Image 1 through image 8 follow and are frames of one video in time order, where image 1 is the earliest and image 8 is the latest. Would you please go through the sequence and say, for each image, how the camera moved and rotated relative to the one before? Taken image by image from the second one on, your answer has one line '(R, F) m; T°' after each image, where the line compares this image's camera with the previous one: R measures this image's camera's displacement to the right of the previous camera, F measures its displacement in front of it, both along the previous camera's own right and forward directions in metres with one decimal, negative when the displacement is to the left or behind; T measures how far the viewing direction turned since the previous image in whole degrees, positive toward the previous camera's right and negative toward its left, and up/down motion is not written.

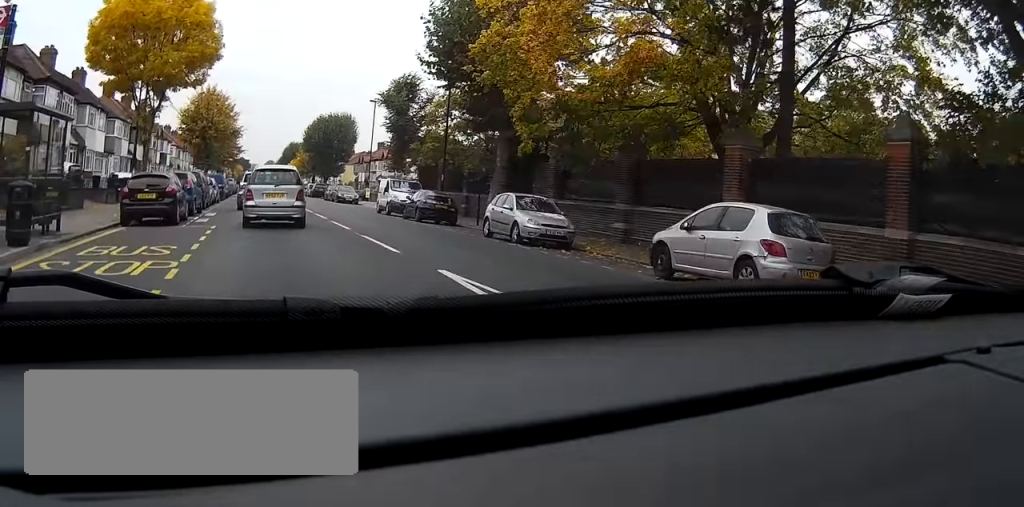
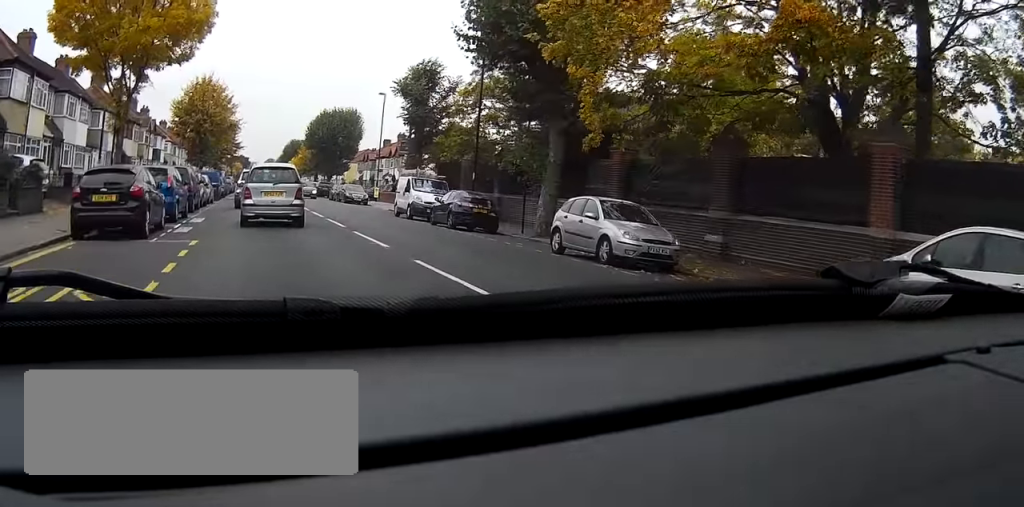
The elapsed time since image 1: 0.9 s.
(0.0, +5.7) m; -1°
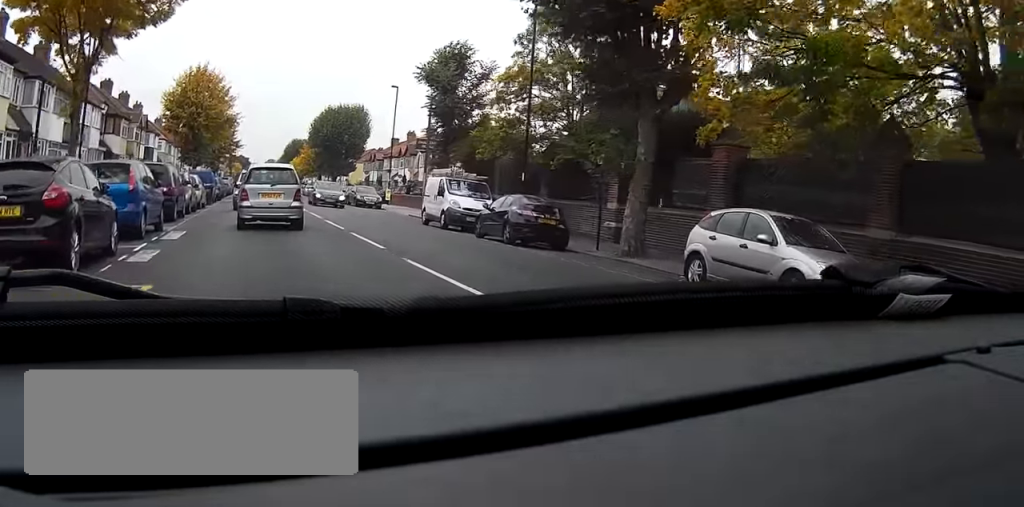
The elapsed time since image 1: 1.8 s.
(-0.1, +6.2) m; -2°
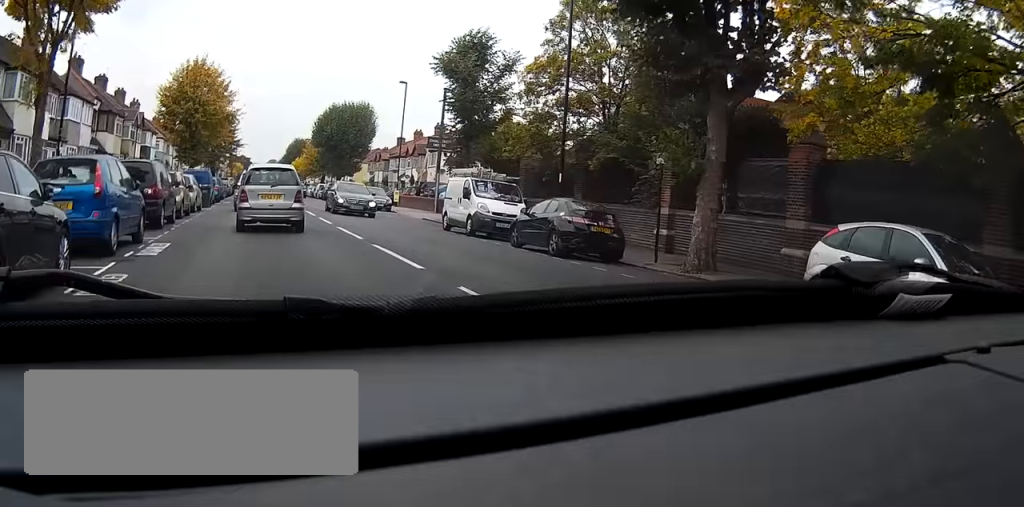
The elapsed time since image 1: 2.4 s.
(0.0, +3.3) m; -1°
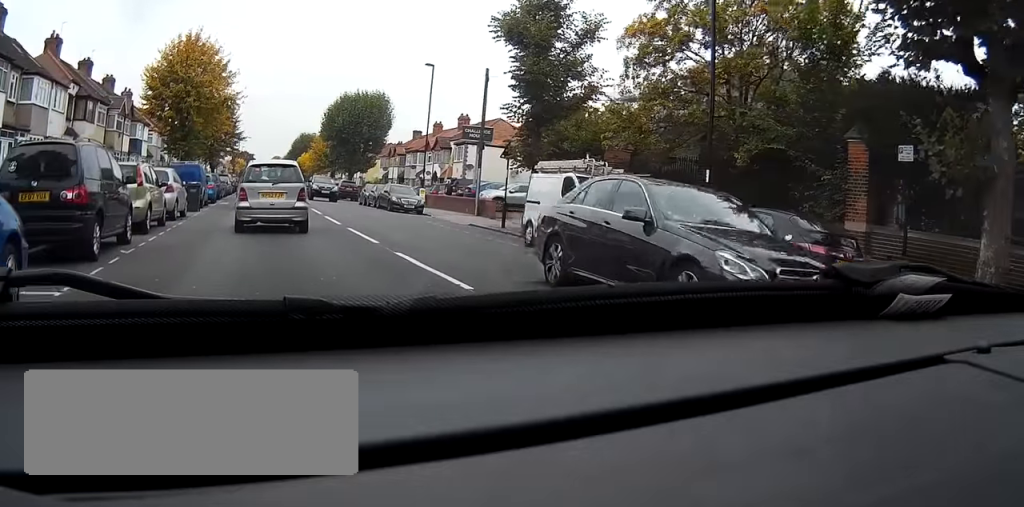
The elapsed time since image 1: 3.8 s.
(0.0, +8.5) m; +3°
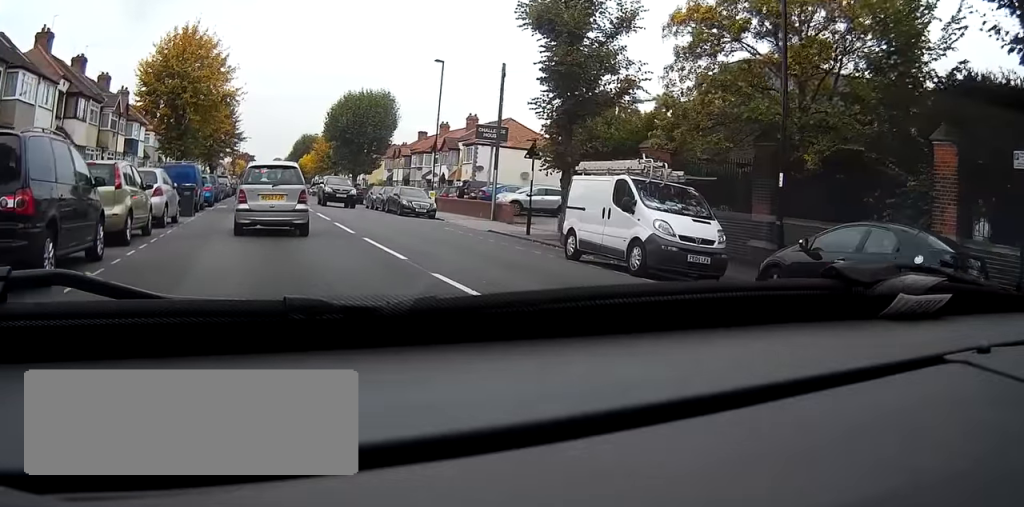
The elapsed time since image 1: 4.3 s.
(0.0, +2.8) m; +2°
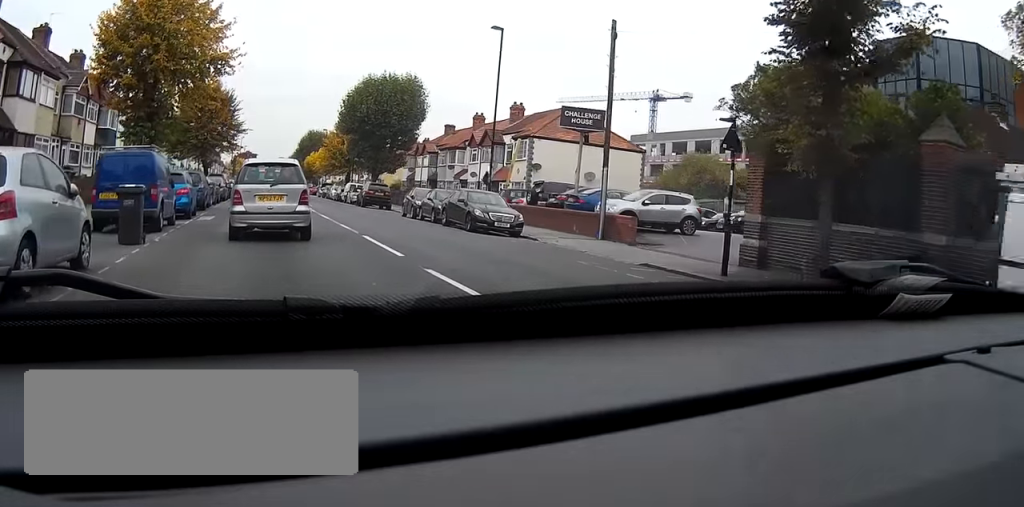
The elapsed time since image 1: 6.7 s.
(0.0, +11.7) m; -4°
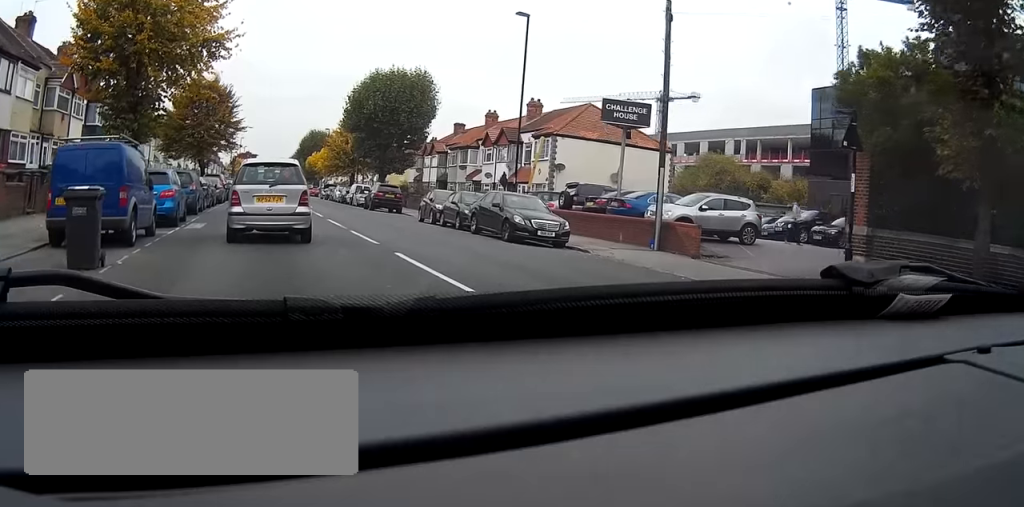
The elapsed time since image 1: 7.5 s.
(-0.1, +3.6) m; -2°
